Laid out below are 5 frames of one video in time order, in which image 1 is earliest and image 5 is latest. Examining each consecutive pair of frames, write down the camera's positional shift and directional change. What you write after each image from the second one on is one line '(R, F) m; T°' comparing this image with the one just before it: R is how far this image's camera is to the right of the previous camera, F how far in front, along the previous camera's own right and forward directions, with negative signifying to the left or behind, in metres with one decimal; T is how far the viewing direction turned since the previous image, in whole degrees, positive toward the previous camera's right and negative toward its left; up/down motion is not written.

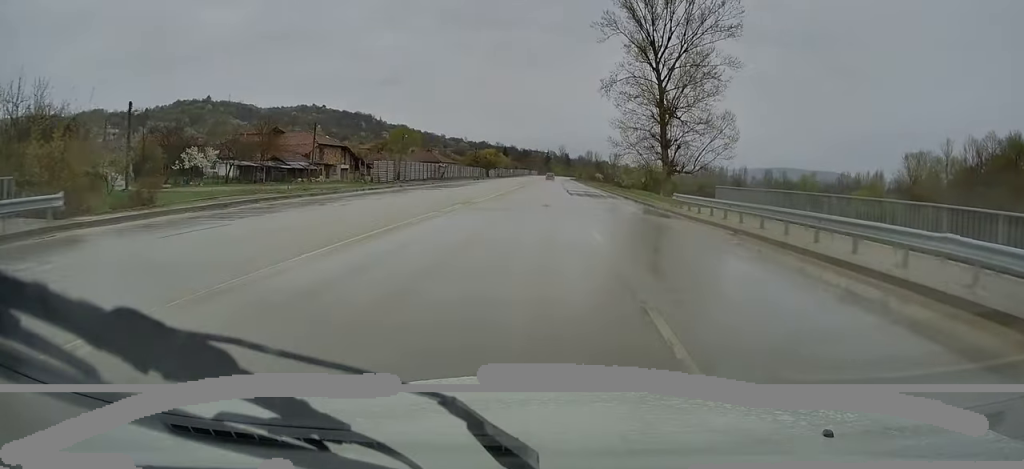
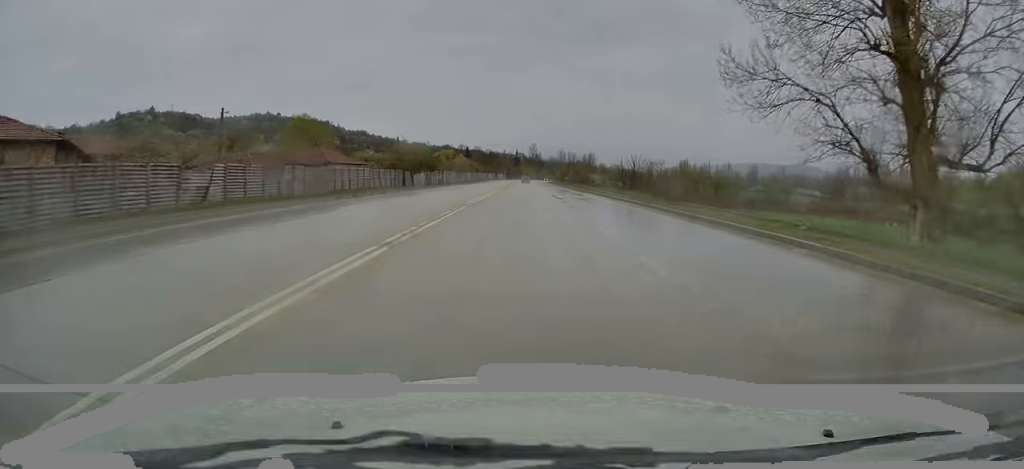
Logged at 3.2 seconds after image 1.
(+1.4, +55.8) m; +2°
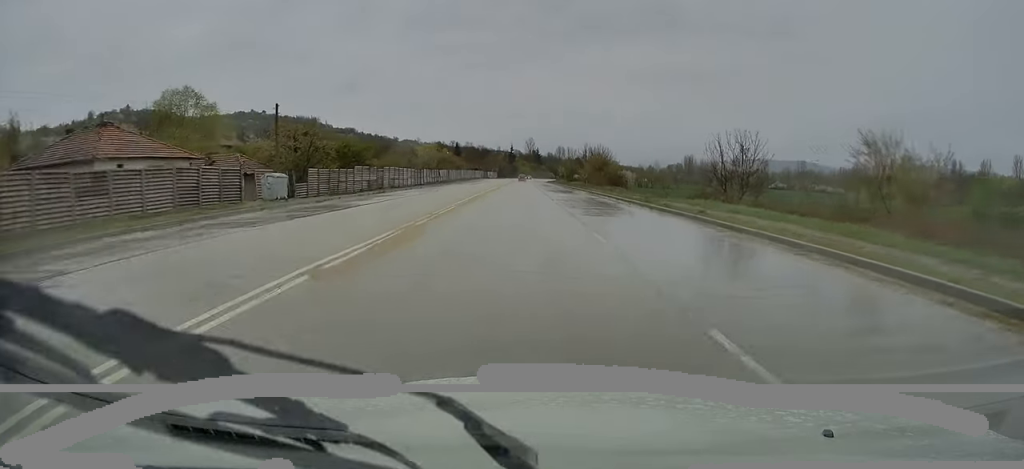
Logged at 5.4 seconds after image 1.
(+0.7, +40.6) m; +1°
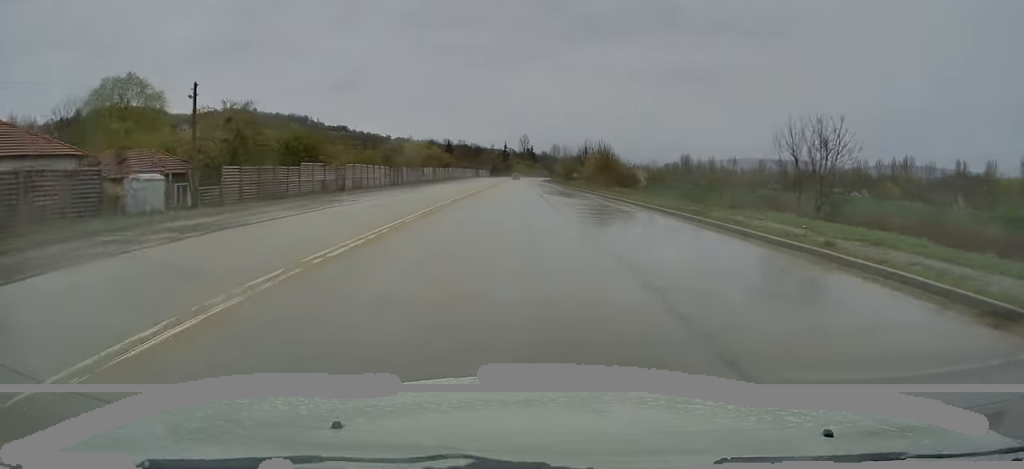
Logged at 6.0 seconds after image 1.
(-0.2, +11.1) m; 0°
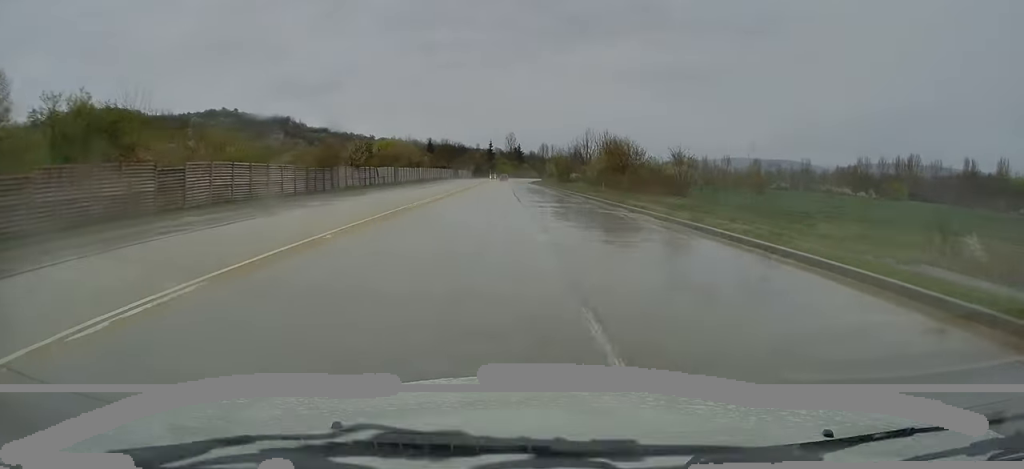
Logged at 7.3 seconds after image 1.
(+0.2, +22.8) m; +1°
